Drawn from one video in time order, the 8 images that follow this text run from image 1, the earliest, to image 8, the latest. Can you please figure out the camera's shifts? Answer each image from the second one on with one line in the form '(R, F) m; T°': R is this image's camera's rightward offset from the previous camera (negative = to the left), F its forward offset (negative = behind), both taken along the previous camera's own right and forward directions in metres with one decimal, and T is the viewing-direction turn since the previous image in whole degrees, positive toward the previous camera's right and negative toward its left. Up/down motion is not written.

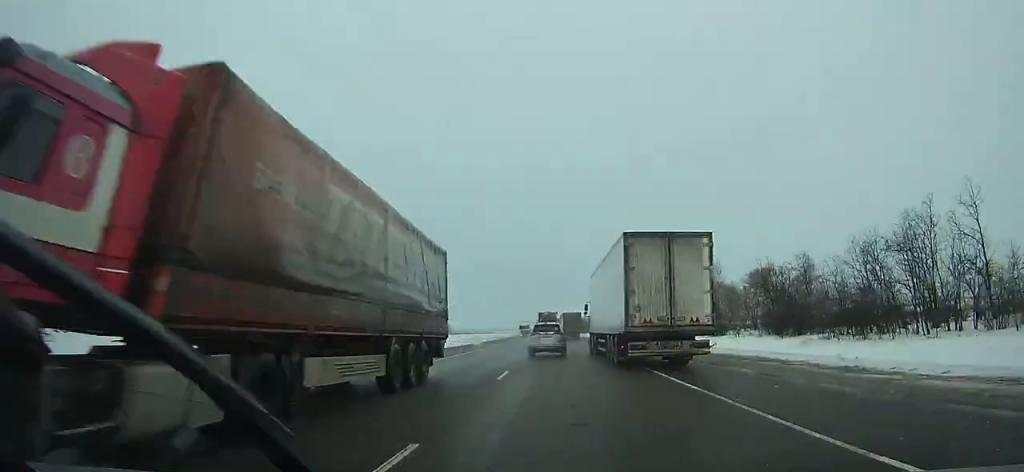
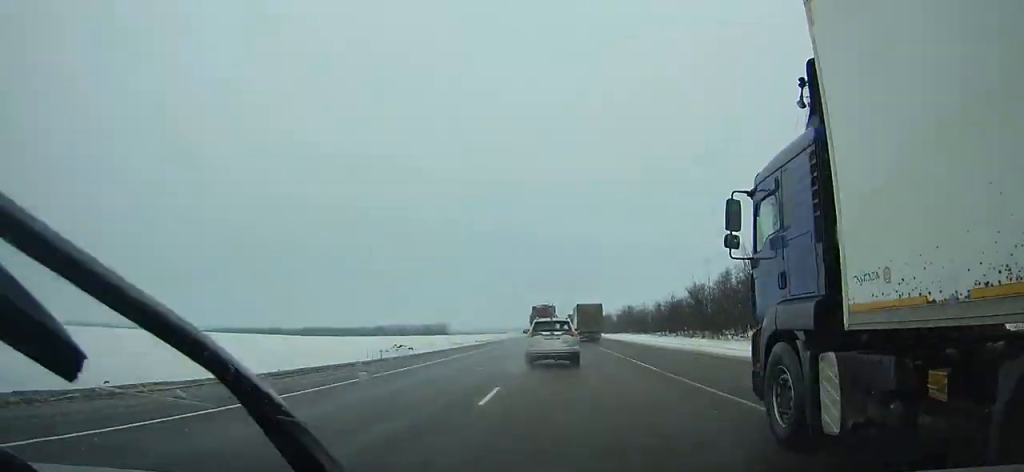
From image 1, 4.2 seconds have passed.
(-1.7, +110.0) m; -1°
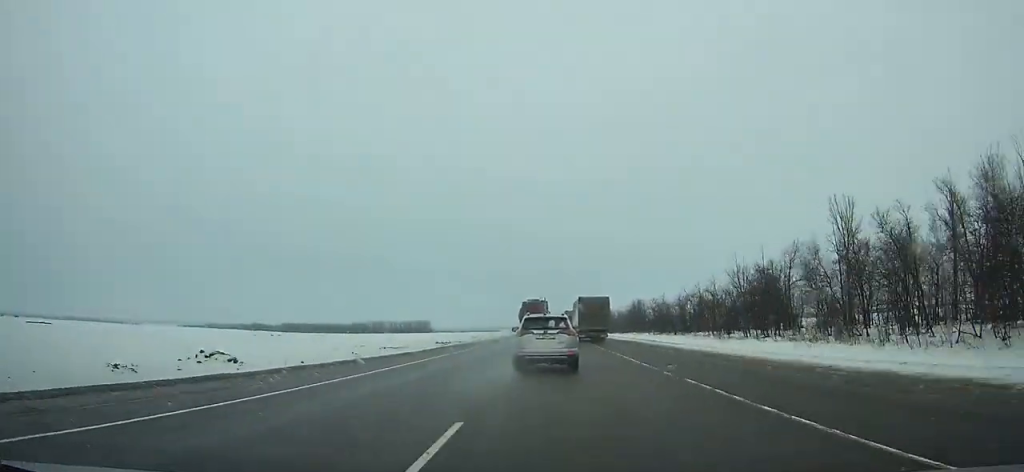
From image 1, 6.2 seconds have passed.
(-0.2, +51.1) m; 0°
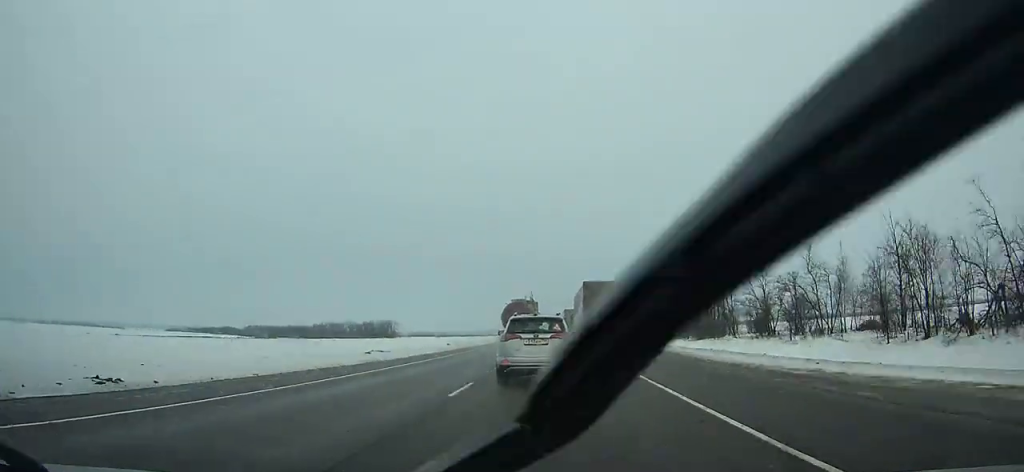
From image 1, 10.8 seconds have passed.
(0.0, +112.7) m; 0°
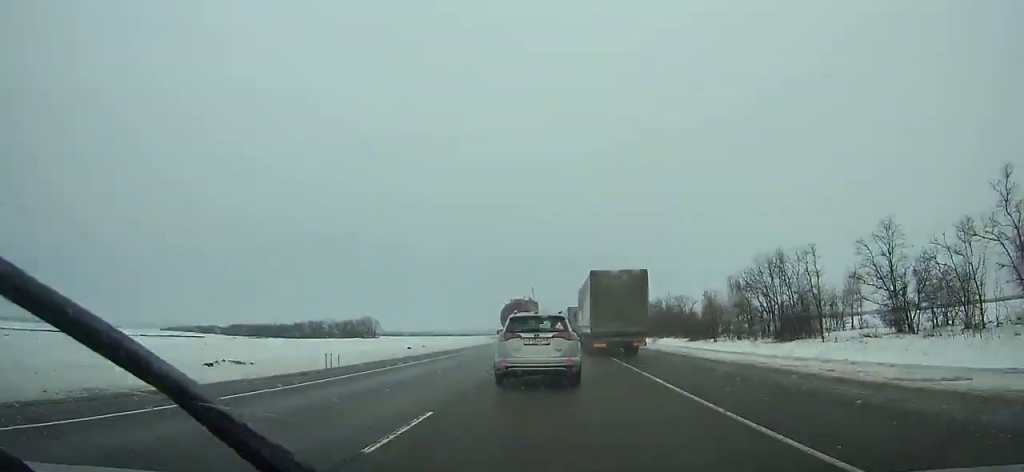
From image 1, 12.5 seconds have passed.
(-0.2, +40.4) m; 0°
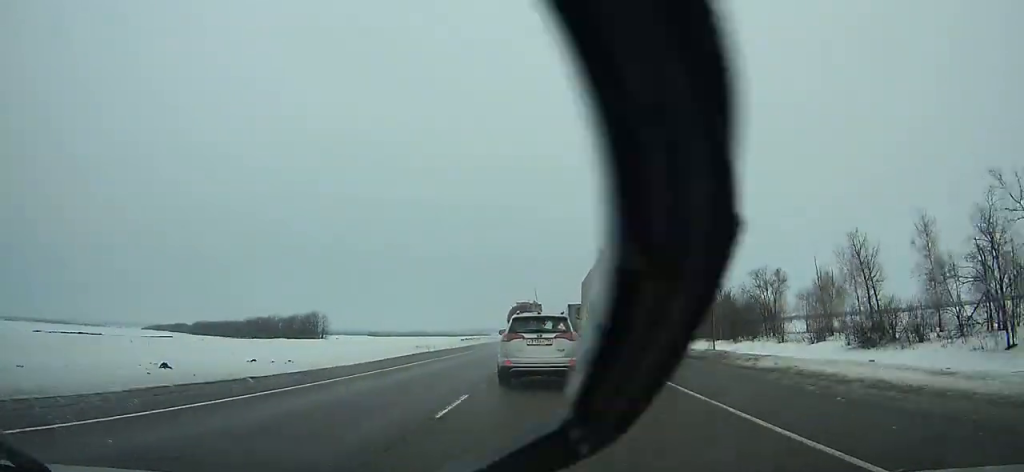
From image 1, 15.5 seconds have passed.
(+0.2, +70.1) m; +6°
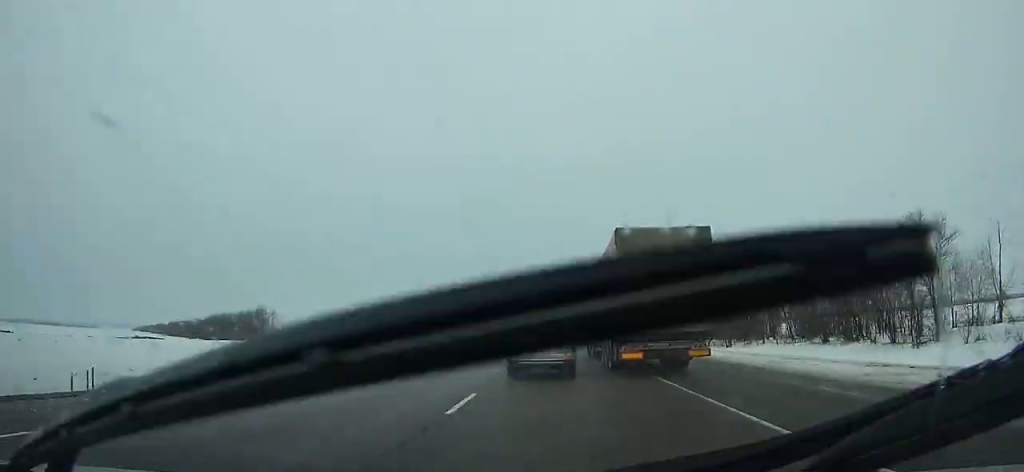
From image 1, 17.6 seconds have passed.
(+4.7, +49.5) m; +7°
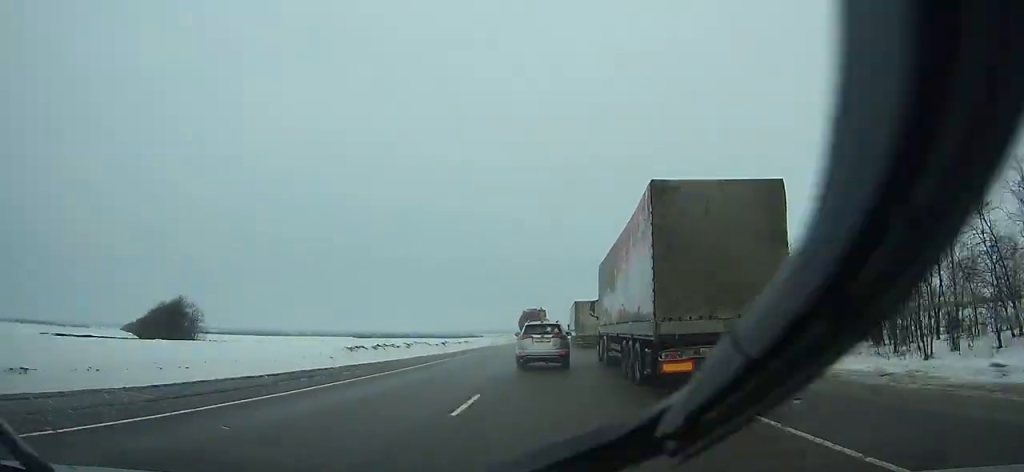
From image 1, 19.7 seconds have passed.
(+2.6, +41.6) m; -4°
